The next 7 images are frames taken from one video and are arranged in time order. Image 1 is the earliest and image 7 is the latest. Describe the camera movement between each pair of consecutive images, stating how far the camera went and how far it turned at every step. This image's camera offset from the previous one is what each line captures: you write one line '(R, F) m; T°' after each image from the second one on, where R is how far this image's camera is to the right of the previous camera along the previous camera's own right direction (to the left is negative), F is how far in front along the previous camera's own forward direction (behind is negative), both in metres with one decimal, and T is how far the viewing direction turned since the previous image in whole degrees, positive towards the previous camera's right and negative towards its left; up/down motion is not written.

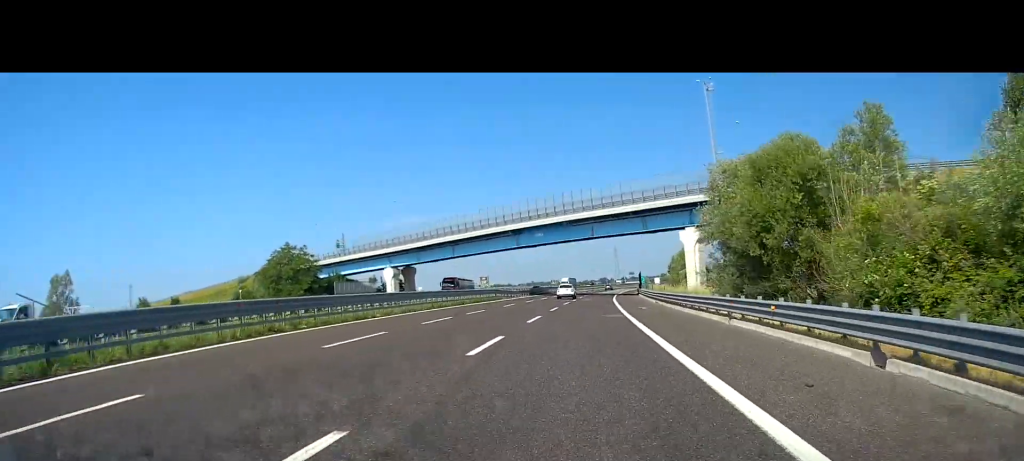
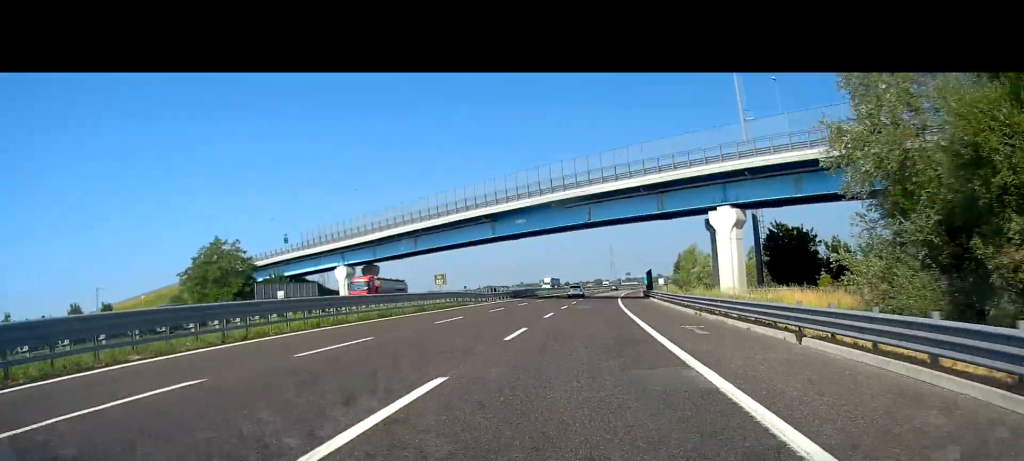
(0.0, +19.1) m; +1°
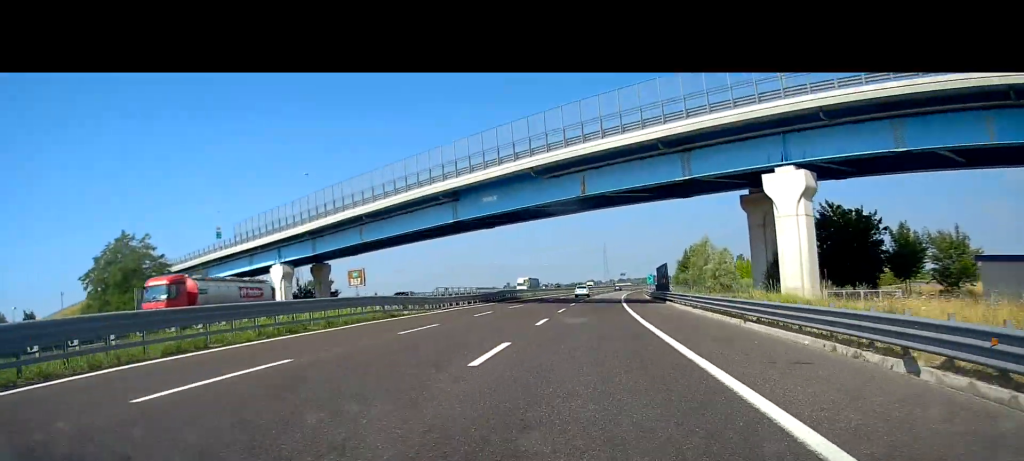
(+0.3, +17.3) m; +1°
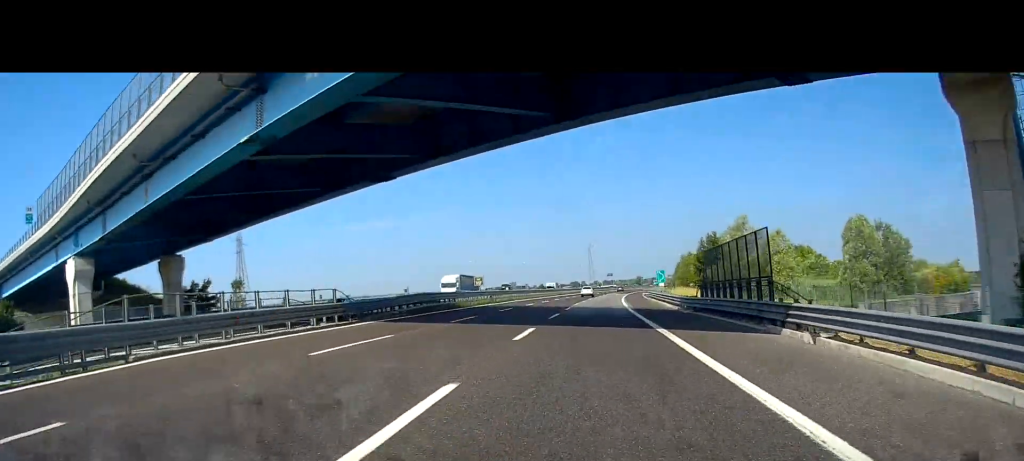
(+0.1, +30.3) m; +1°
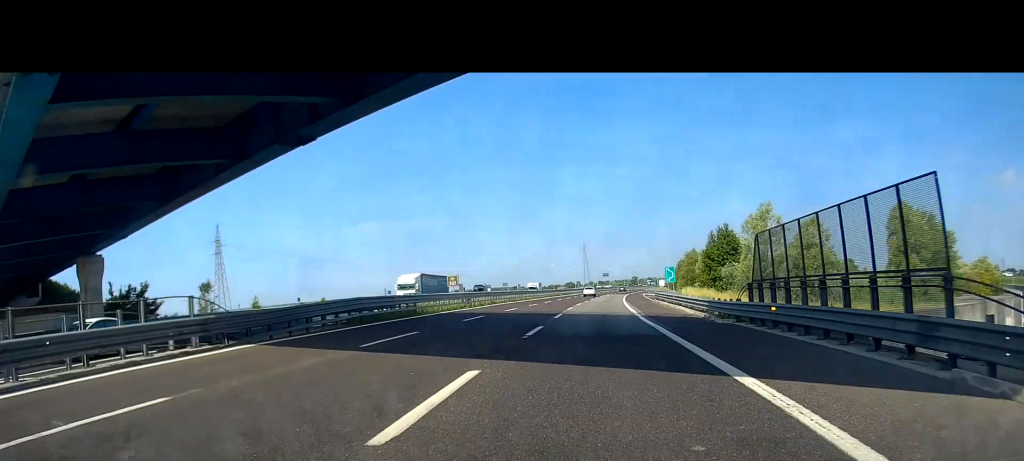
(+0.1, +10.4) m; 0°
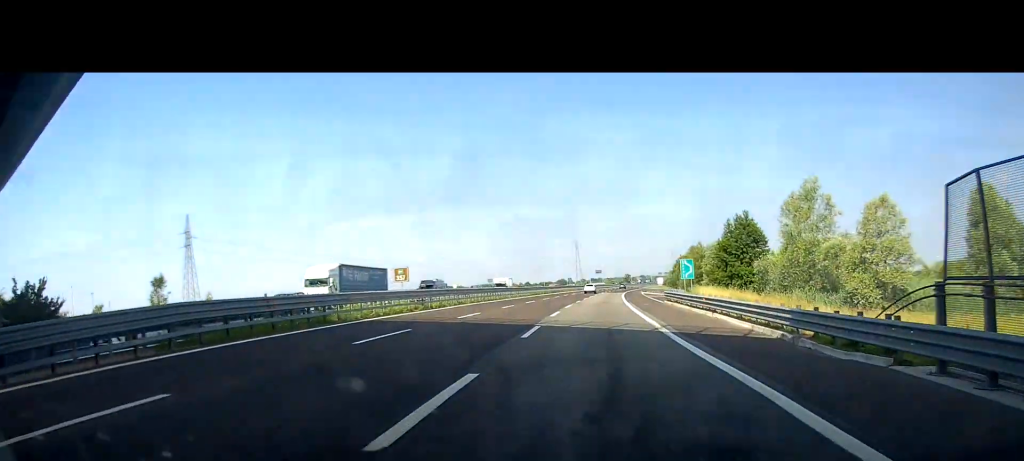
(+0.1, +13.0) m; +1°
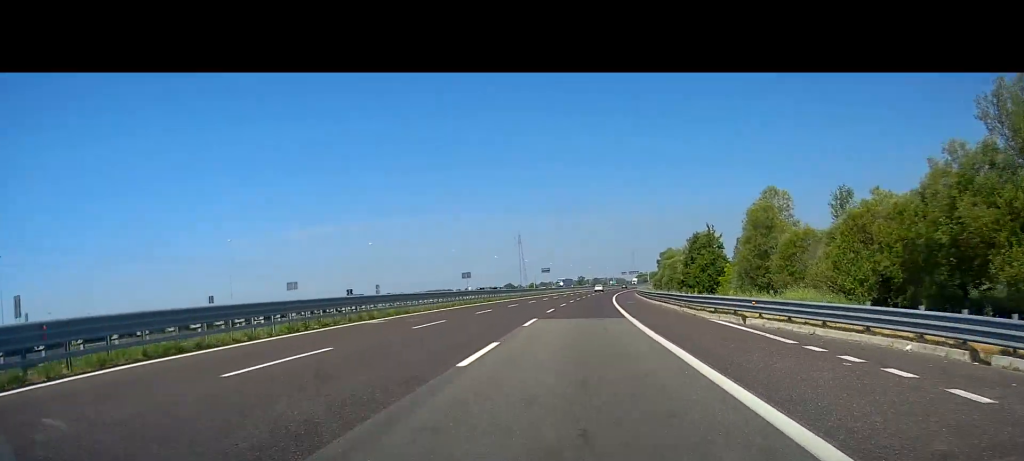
(+3.6, +88.7) m; +4°
